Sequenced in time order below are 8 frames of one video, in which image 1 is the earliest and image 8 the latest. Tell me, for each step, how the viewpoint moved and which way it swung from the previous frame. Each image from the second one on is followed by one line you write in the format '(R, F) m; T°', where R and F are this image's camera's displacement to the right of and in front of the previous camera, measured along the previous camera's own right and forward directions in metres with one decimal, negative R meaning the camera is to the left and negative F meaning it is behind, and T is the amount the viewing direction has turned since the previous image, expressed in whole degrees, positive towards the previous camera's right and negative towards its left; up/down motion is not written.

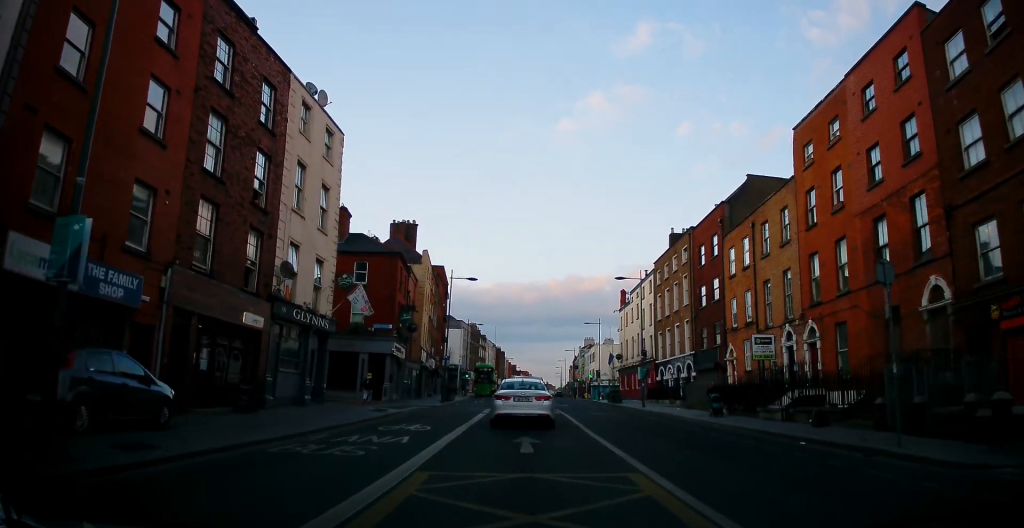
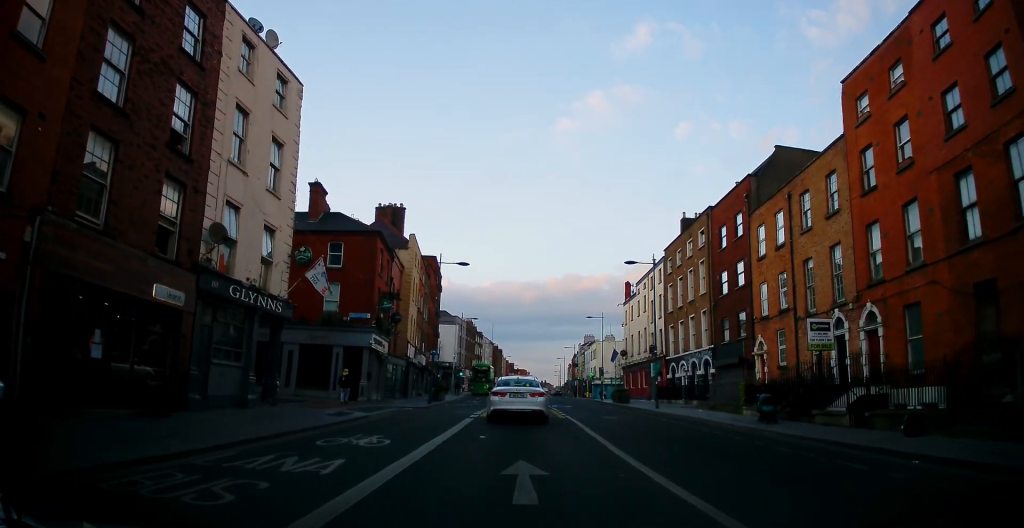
(0.0, +4.7) m; +1°
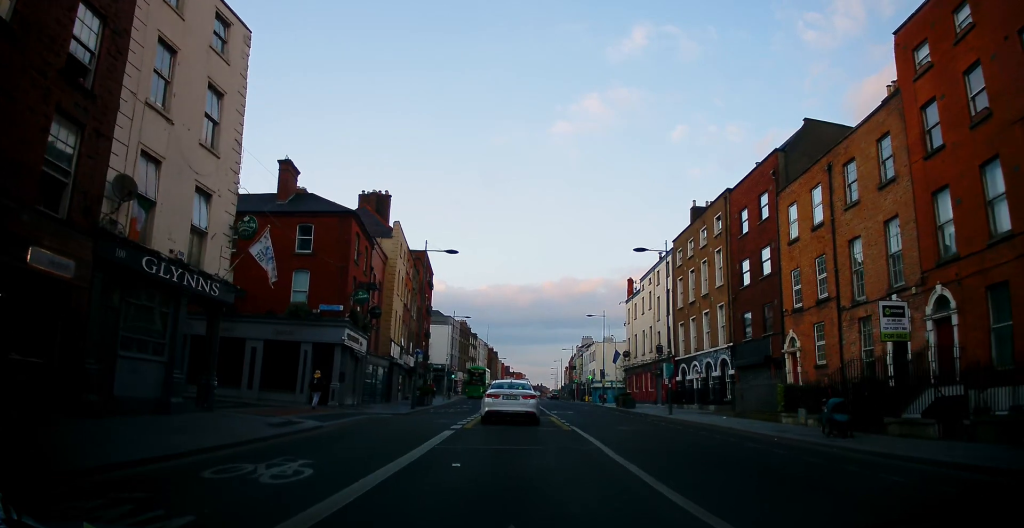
(0.0, +4.2) m; +2°
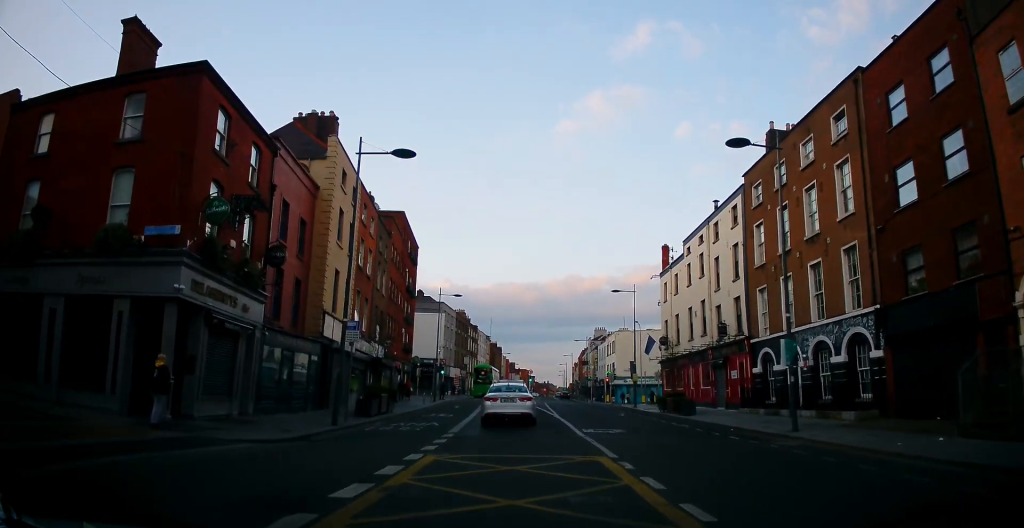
(+0.3, +14.4) m; -2°
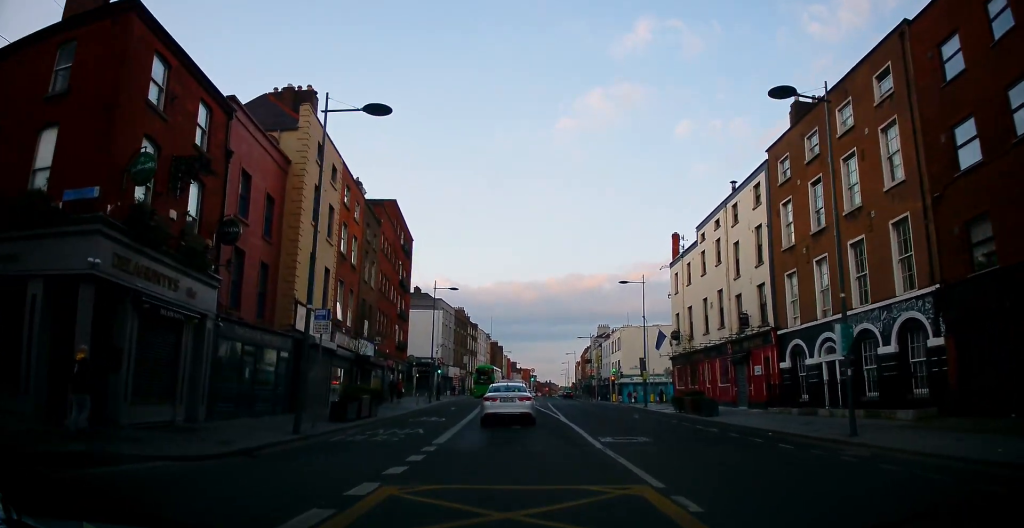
(-0.2, +3.5) m; 0°
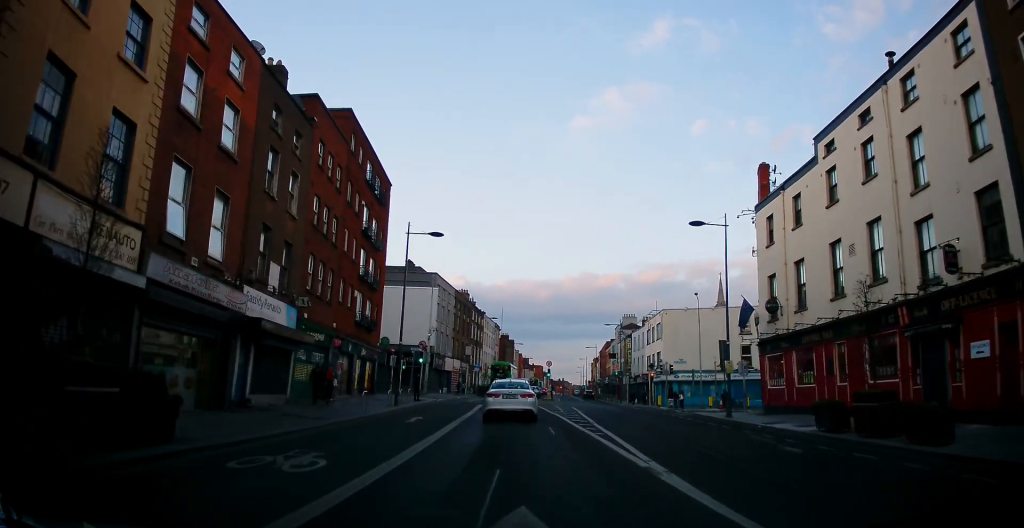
(+0.3, +16.1) m; +1°
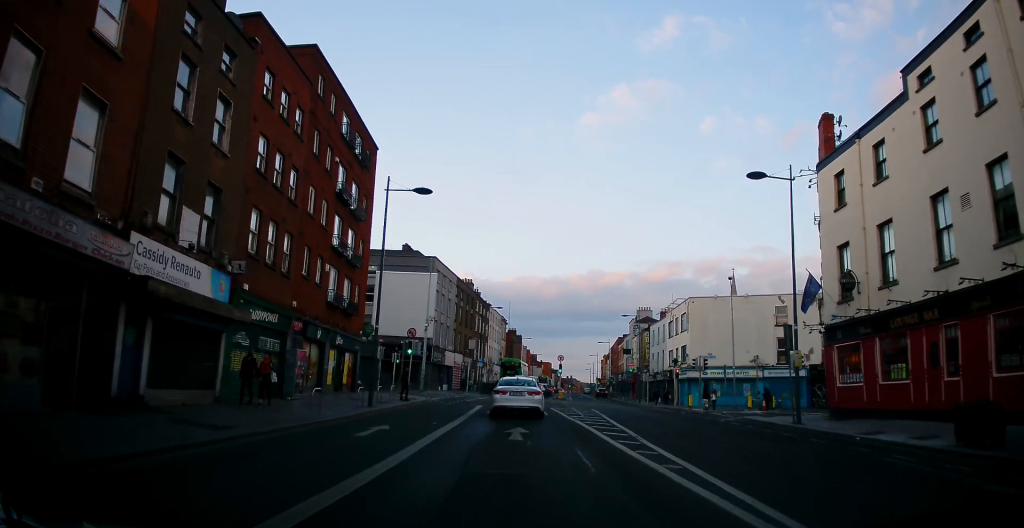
(-0.1, +6.8) m; -1°
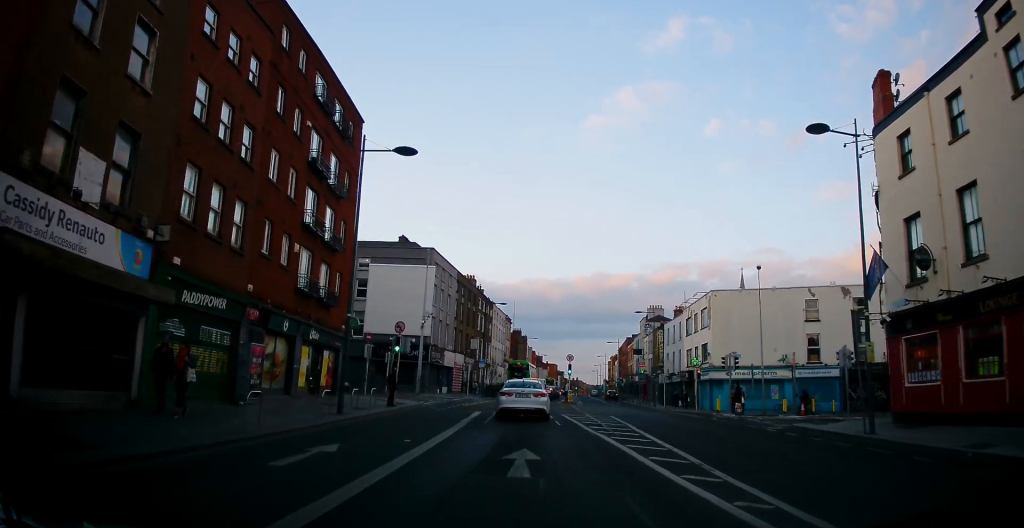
(+0.1, +4.8) m; -1°
